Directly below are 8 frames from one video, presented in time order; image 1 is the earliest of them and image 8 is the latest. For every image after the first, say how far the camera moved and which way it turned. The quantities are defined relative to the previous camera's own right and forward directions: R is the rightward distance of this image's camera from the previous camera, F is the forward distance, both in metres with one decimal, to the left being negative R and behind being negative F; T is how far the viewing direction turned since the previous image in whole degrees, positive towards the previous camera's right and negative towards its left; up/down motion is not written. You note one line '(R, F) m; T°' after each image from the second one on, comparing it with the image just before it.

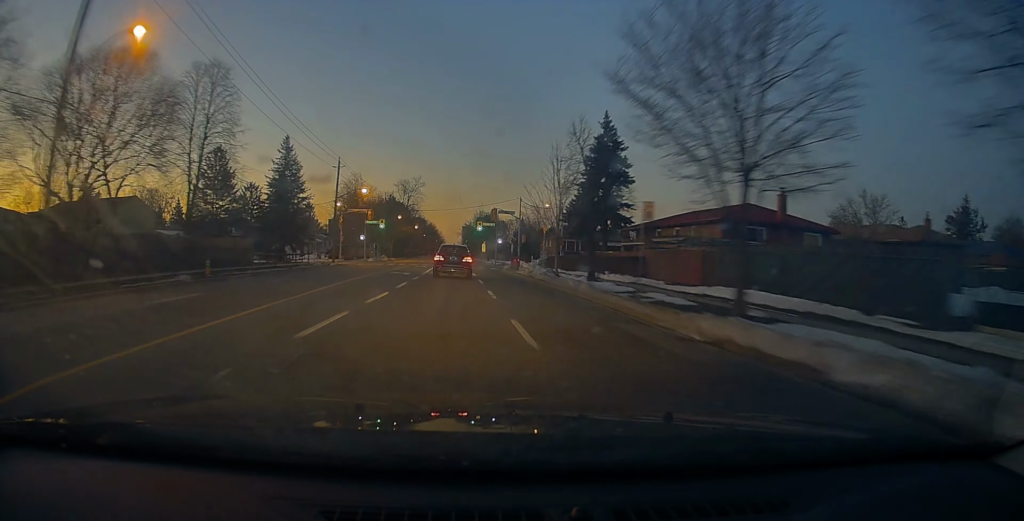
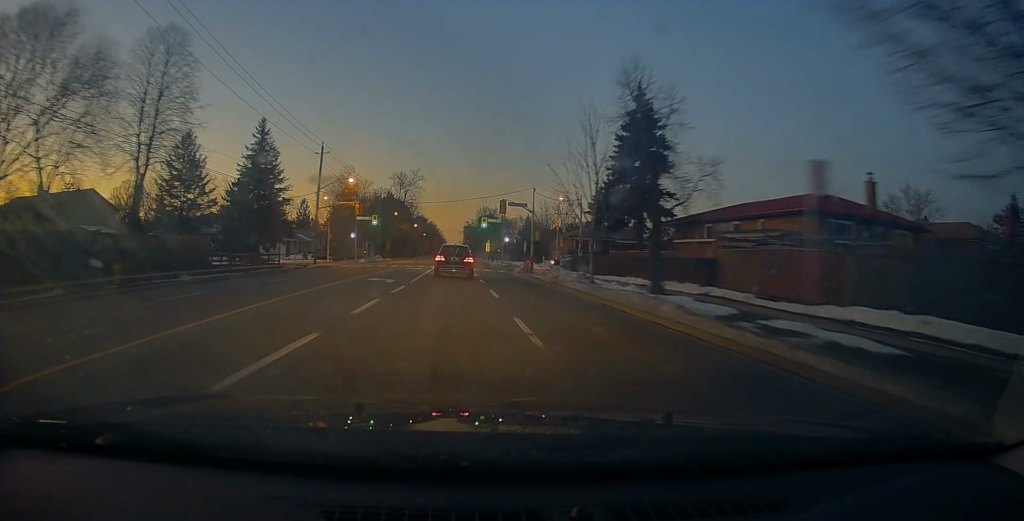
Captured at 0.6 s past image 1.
(+0.1, +8.8) m; 0°
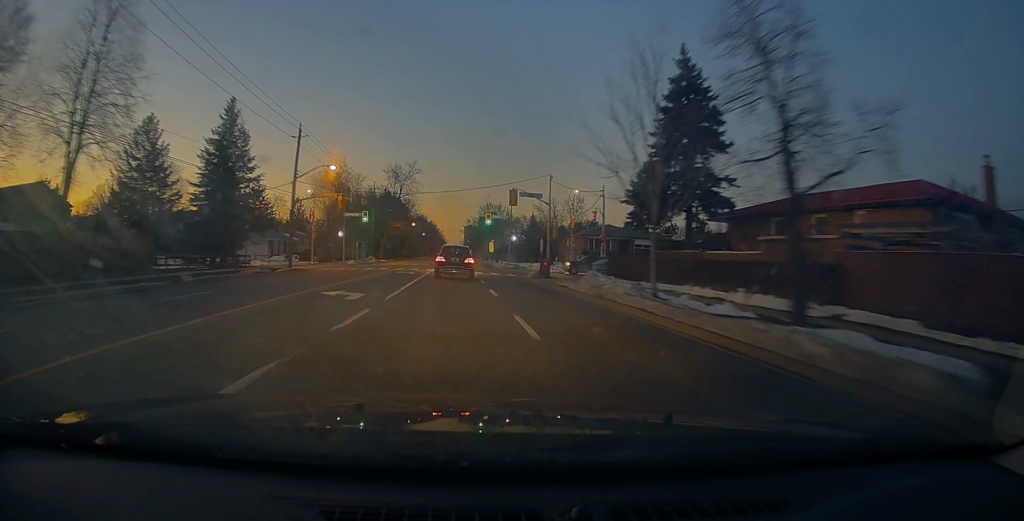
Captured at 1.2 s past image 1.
(+0.1, +8.3) m; 0°
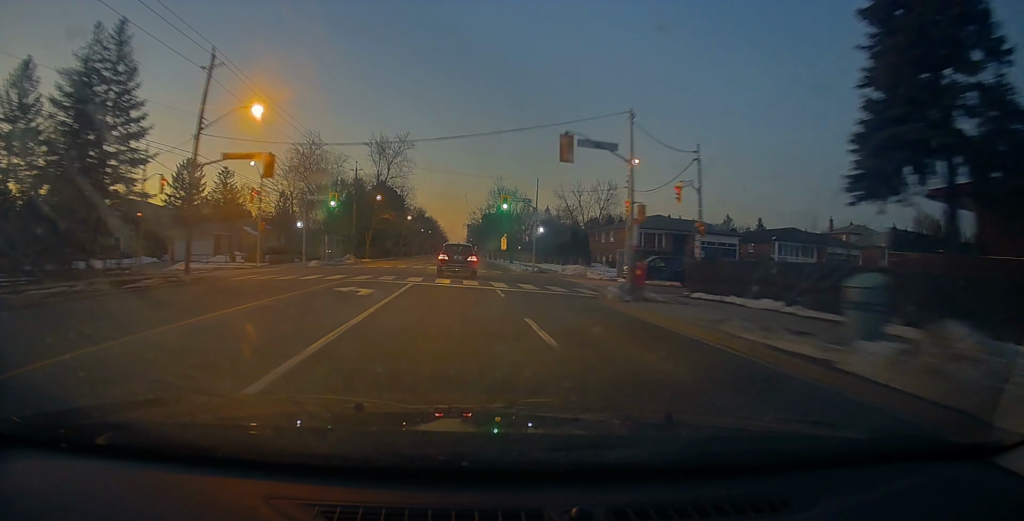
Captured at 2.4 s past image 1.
(-0.3, +18.5) m; -2°
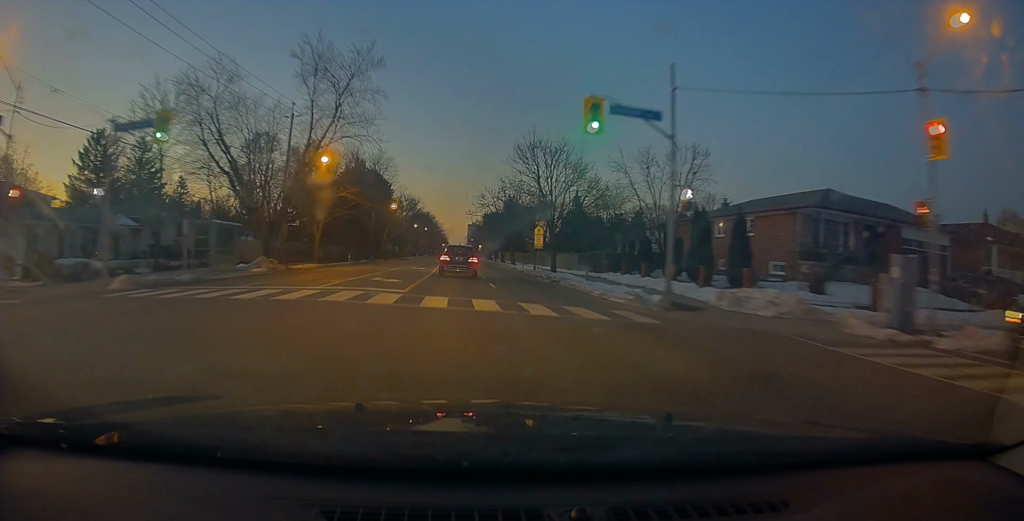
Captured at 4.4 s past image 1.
(+0.2, +29.1) m; +2°
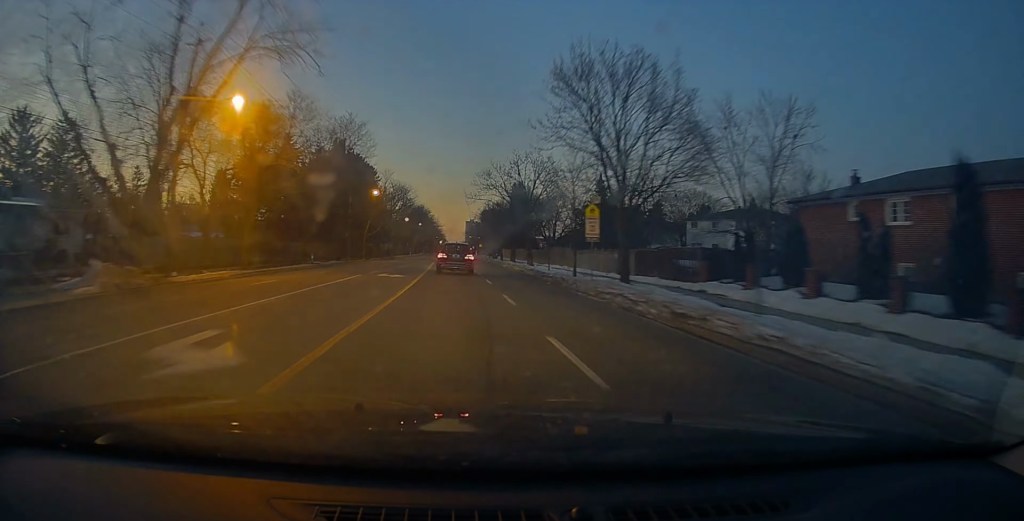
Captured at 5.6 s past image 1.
(+0.1, +17.0) m; -1°
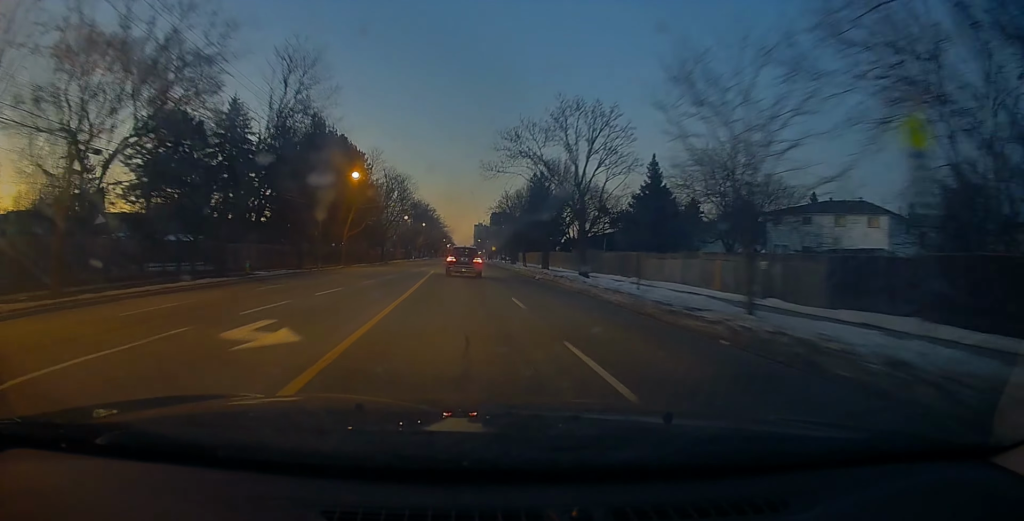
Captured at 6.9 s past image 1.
(-0.2, +18.3) m; 0°
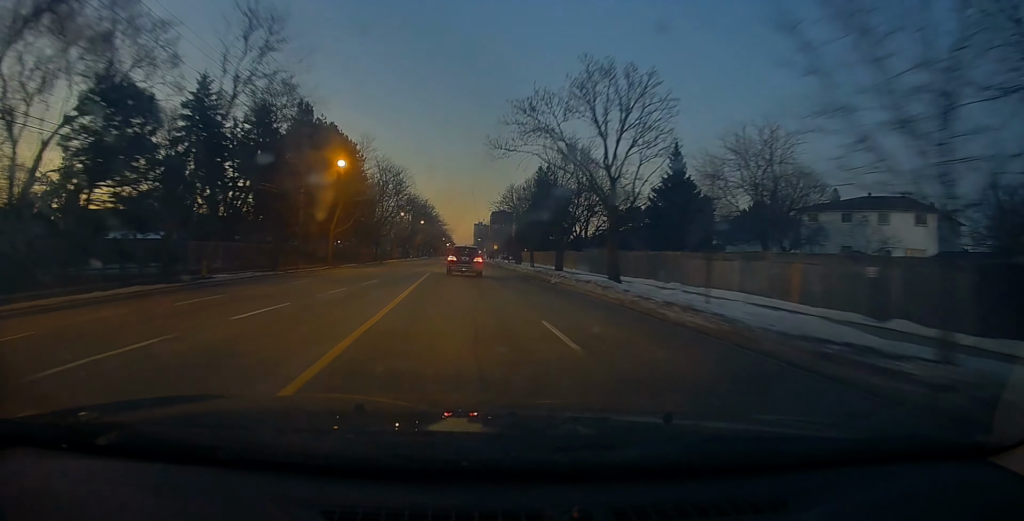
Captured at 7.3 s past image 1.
(0.0, +6.3) m; 0°
